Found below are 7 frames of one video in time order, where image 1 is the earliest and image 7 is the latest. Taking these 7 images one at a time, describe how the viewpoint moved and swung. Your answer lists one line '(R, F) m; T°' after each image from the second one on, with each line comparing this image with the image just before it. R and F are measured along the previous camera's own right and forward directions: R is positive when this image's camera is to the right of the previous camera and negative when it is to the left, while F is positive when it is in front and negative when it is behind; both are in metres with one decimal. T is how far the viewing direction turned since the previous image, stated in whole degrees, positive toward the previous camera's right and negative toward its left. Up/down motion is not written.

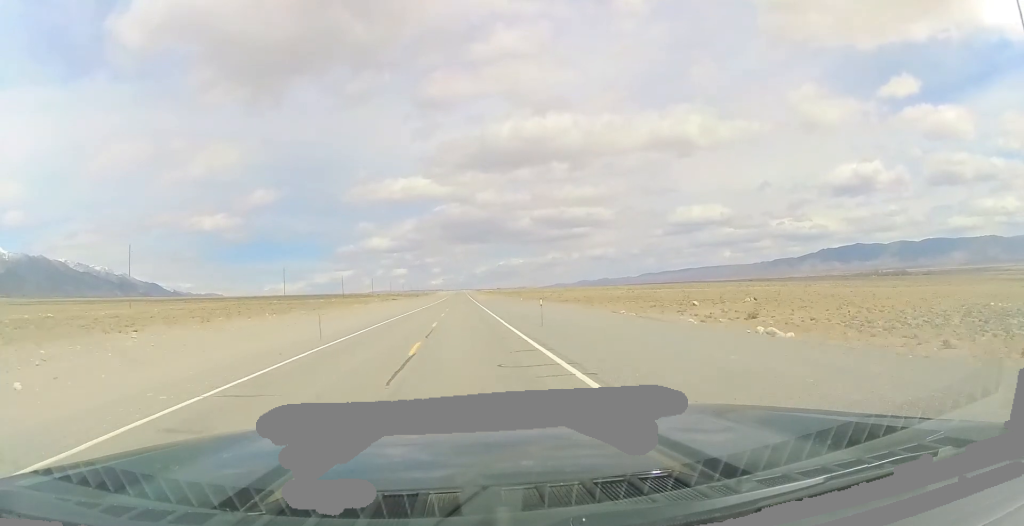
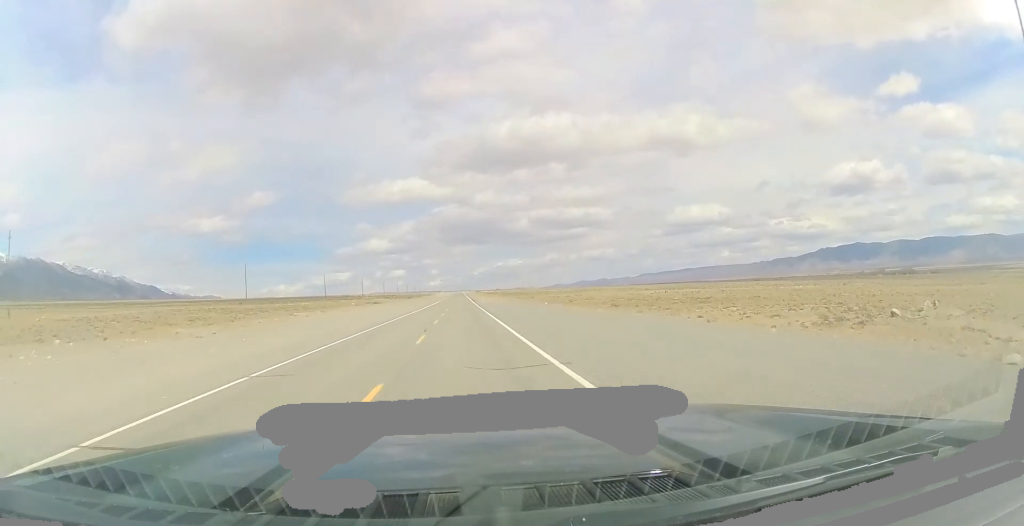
(+0.3, +32.9) m; +1°
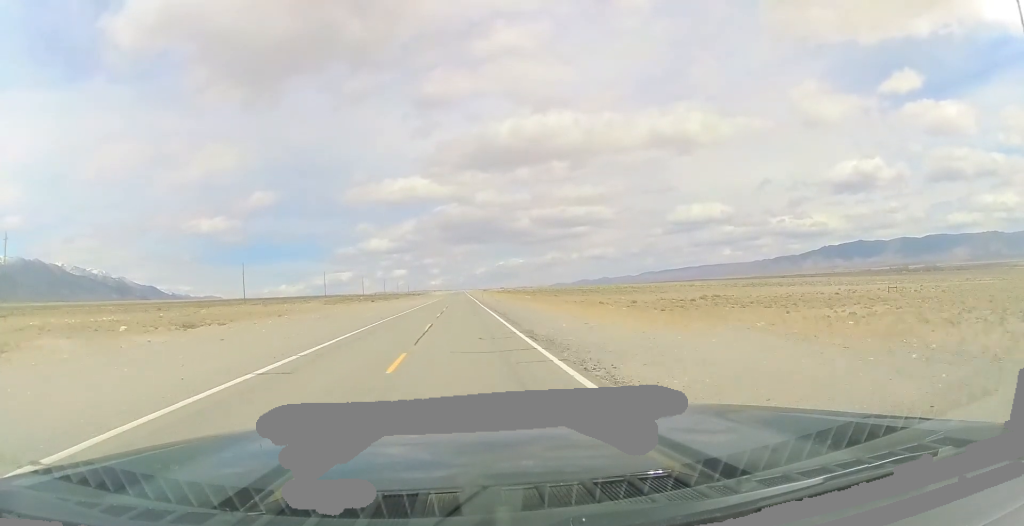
(-1.6, +92.8) m; -2°
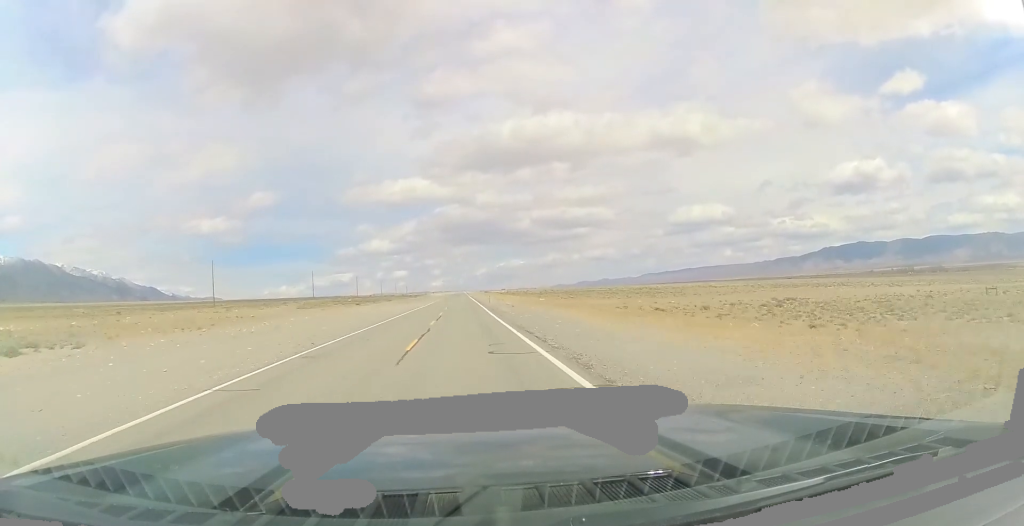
(+0.1, +20.0) m; +1°
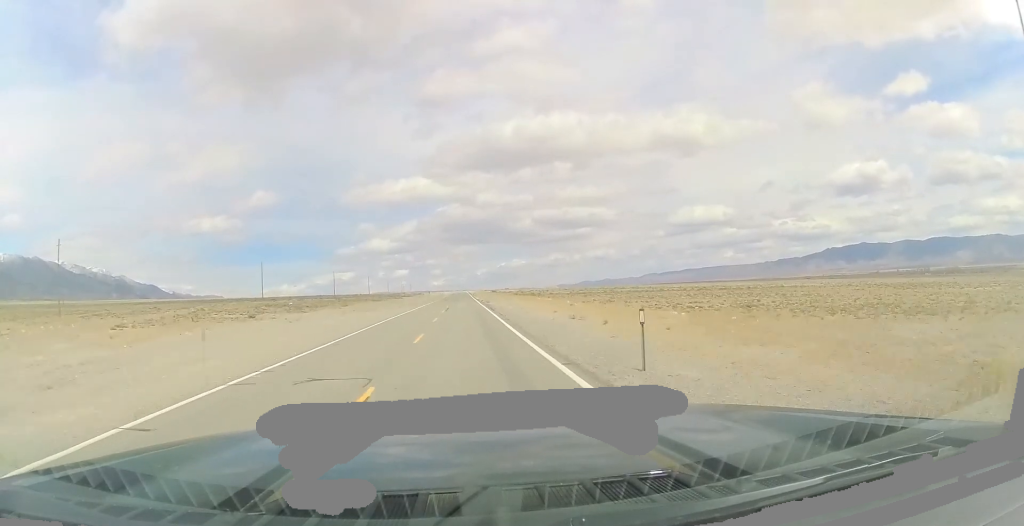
(0.0, +58.6) m; 0°
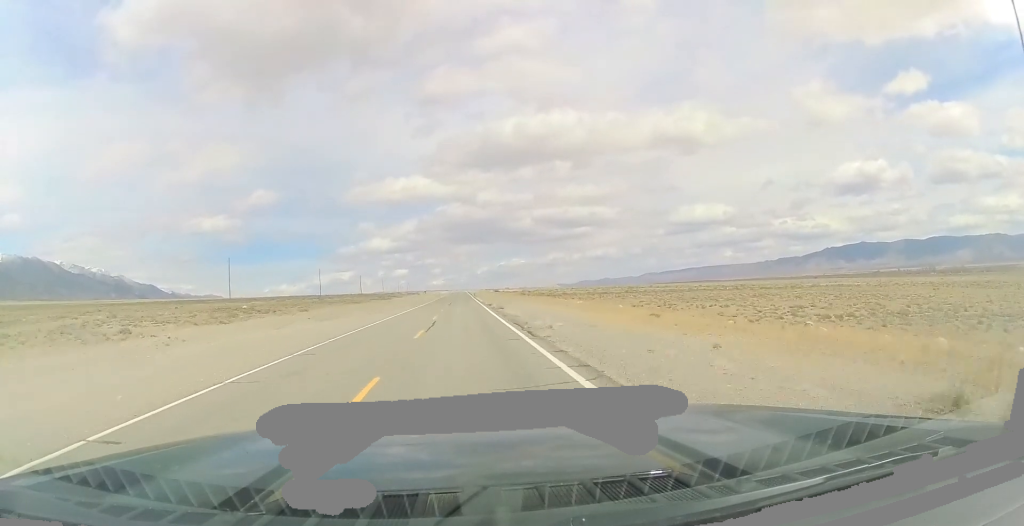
(-0.2, +23.3) m; 0°
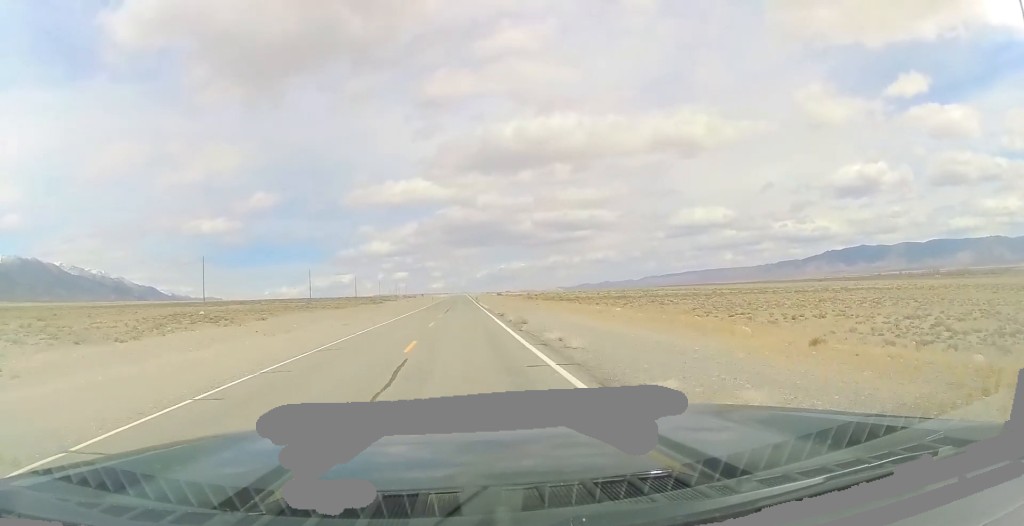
(+0.3, +15.1) m; 0°
